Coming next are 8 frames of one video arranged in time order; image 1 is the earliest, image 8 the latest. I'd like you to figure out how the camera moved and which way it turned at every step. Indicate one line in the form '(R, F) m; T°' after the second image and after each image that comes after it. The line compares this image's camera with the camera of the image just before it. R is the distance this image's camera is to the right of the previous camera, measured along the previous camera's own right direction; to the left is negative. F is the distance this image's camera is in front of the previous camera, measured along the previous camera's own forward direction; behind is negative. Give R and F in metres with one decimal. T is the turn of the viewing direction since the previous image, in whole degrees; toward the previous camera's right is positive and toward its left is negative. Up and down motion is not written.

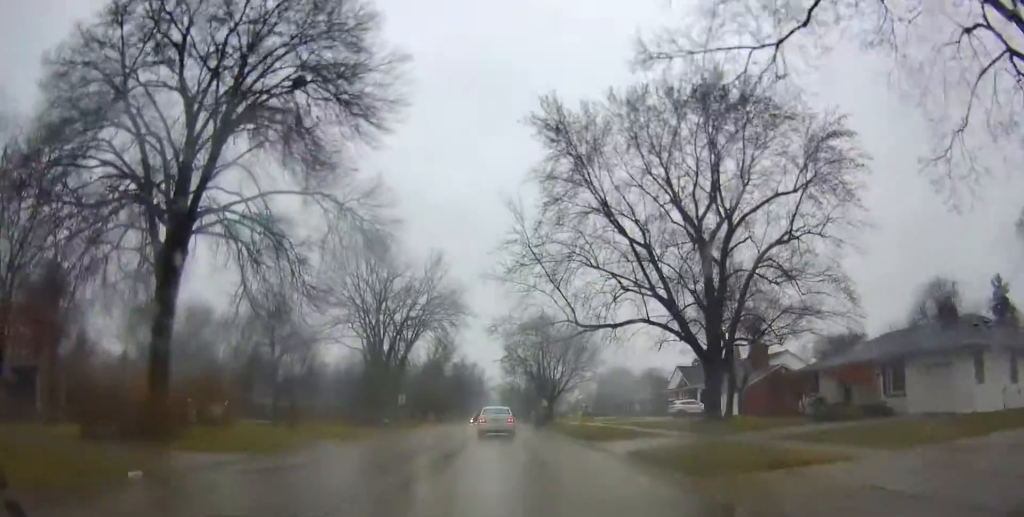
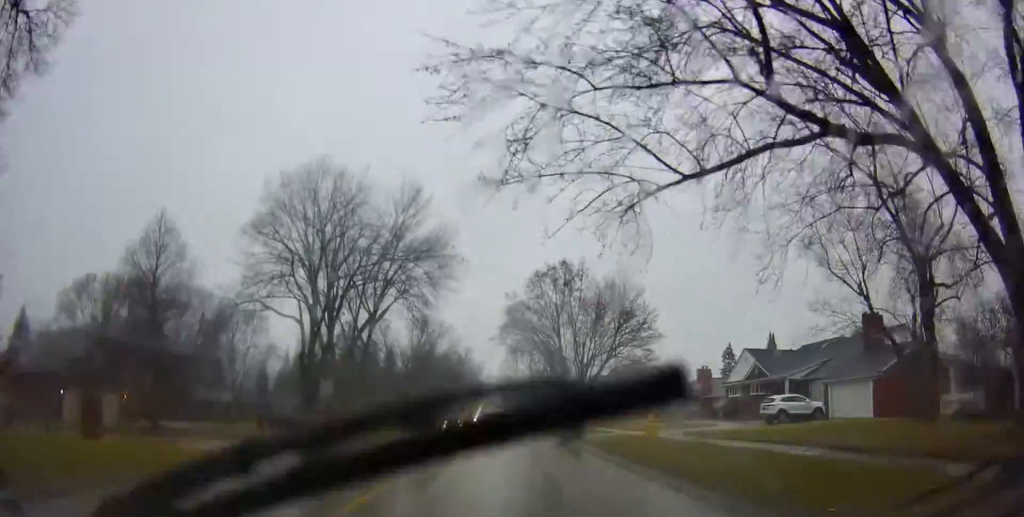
(-0.9, +20.9) m; -3°
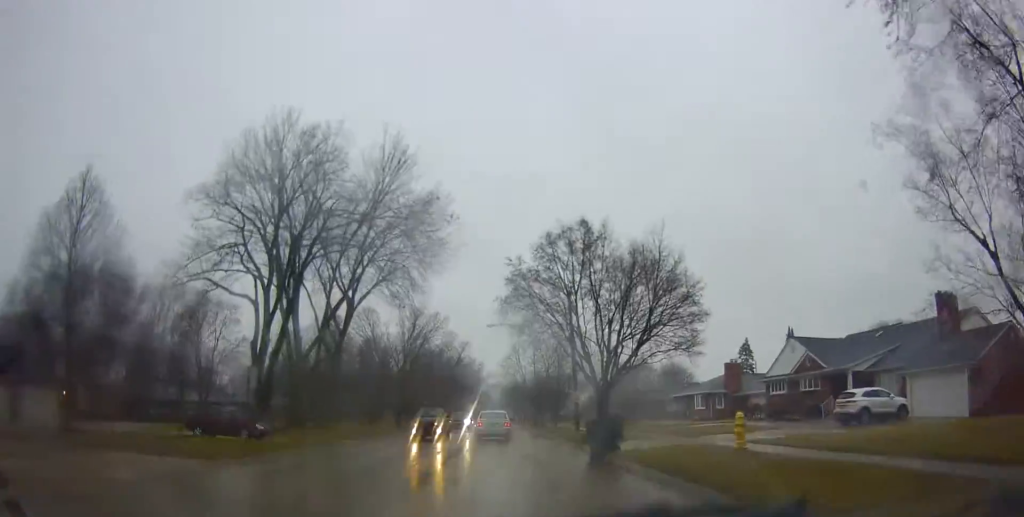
(0.0, +9.0) m; +1°
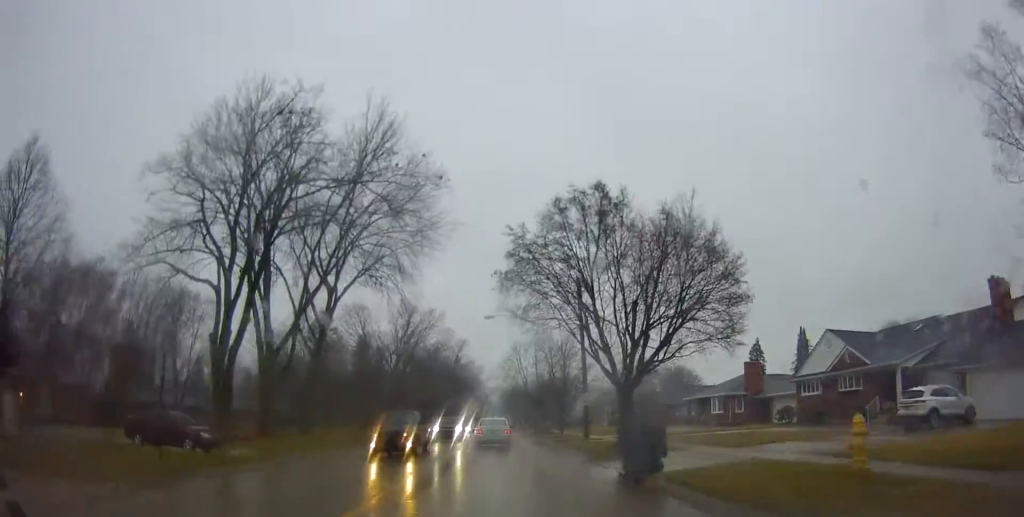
(+0.2, +5.4) m; +1°
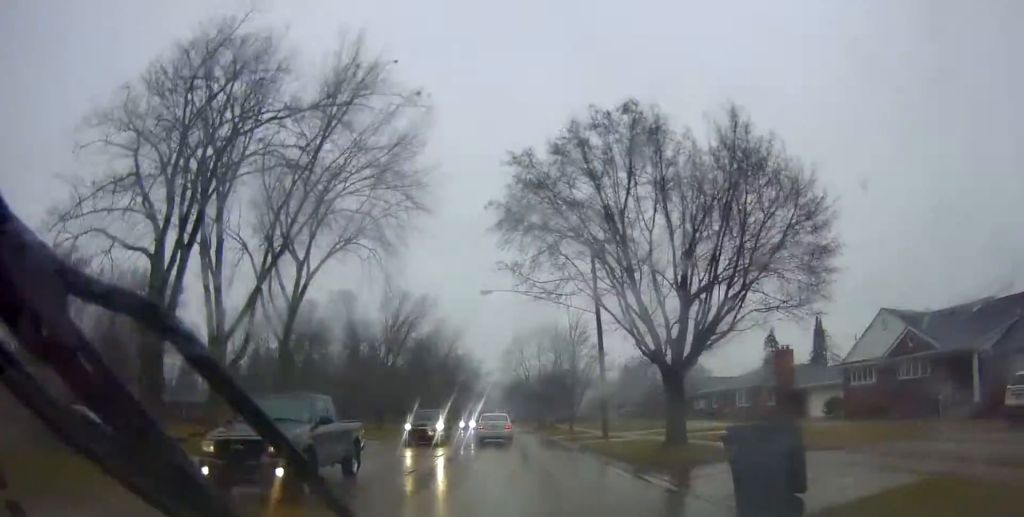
(+0.1, +6.7) m; +1°
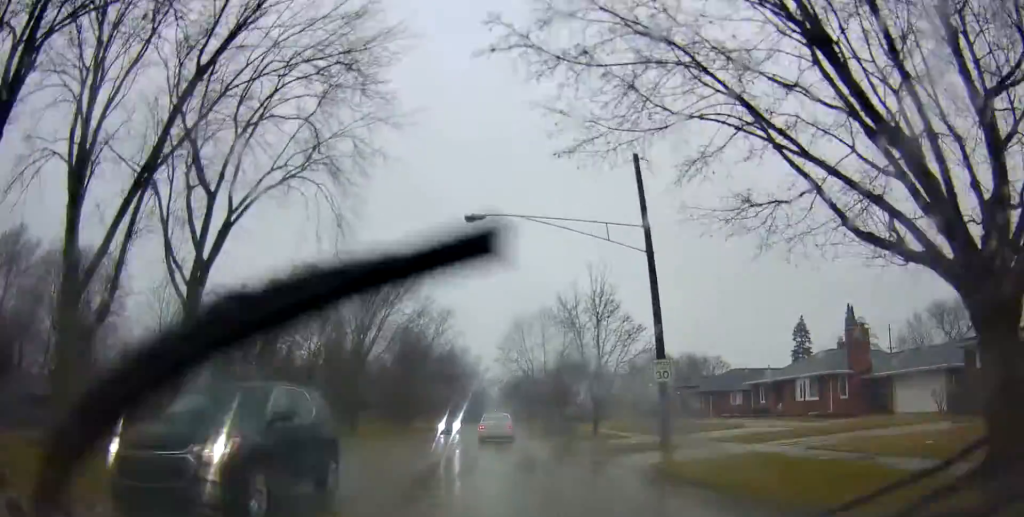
(0.0, +12.0) m; -1°
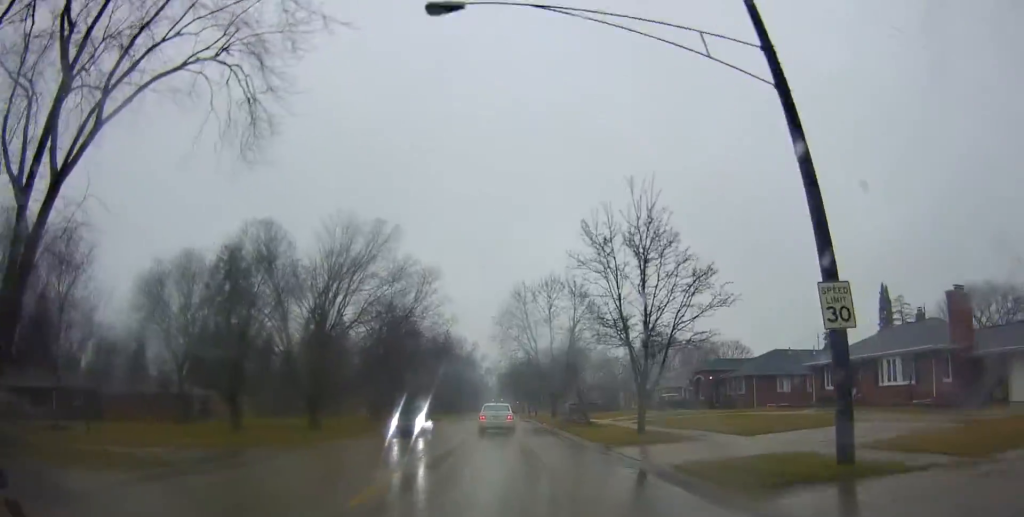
(-0.3, +11.0) m; 0°
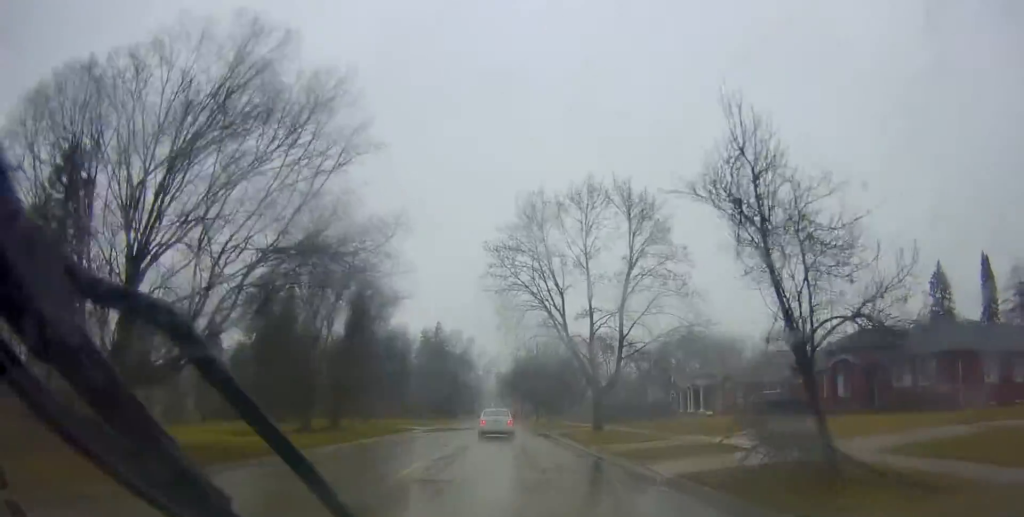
(-0.5, +25.3) m; -2°
